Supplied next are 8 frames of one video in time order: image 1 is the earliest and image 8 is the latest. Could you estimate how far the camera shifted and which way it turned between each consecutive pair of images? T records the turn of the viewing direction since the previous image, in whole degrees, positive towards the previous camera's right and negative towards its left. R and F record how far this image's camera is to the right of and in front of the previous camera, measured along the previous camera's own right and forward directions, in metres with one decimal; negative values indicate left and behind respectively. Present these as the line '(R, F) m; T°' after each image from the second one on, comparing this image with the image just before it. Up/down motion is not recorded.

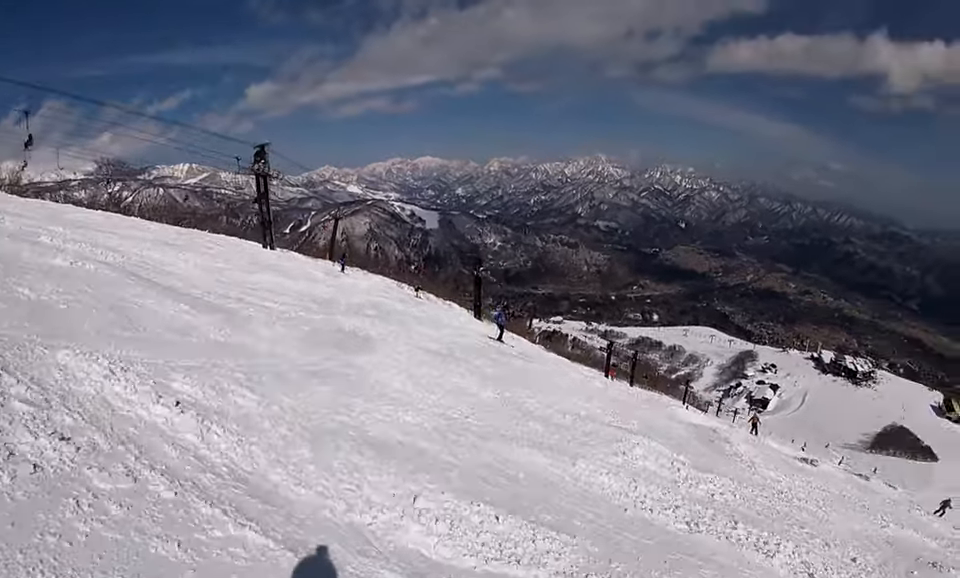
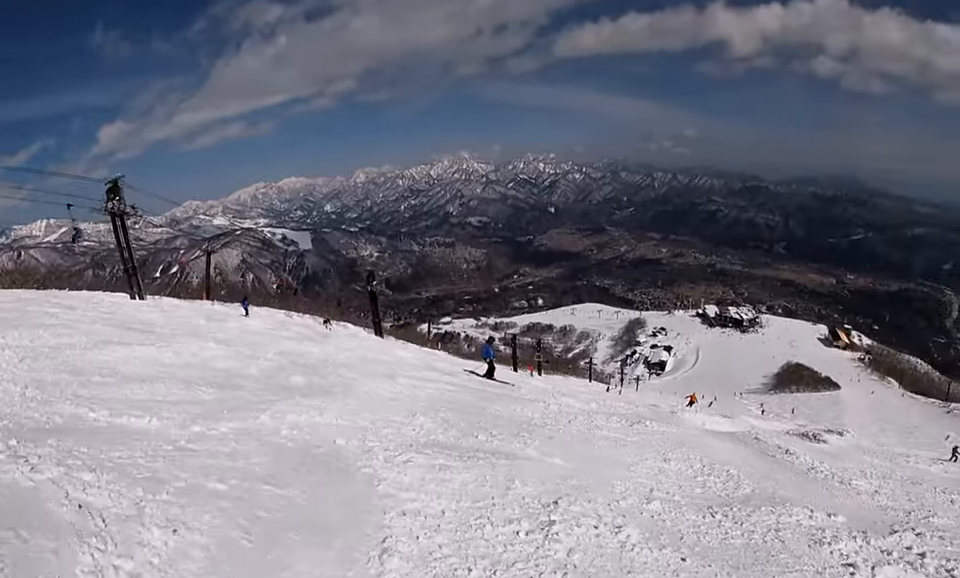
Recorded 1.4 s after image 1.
(+1.6, +4.1) m; +47°
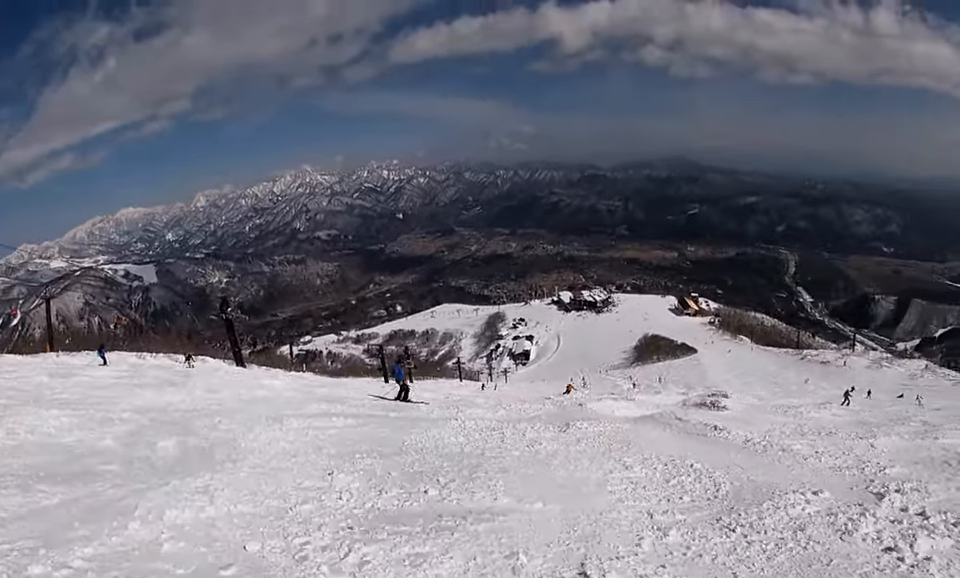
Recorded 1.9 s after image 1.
(+0.3, +1.6) m; +20°
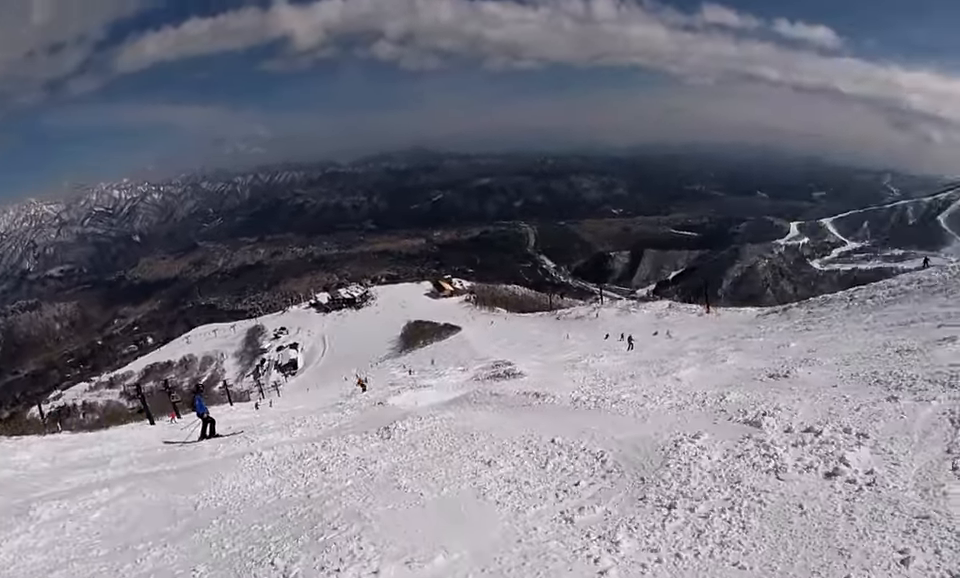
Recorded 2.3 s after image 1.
(-0.1, +1.4) m; +18°
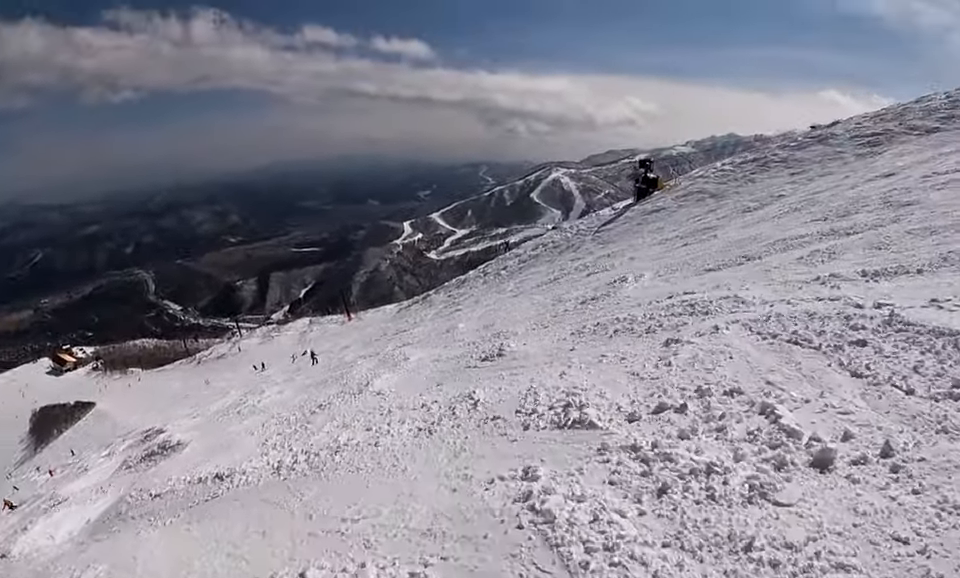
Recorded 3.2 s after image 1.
(+1.2, +3.4) m; +35°
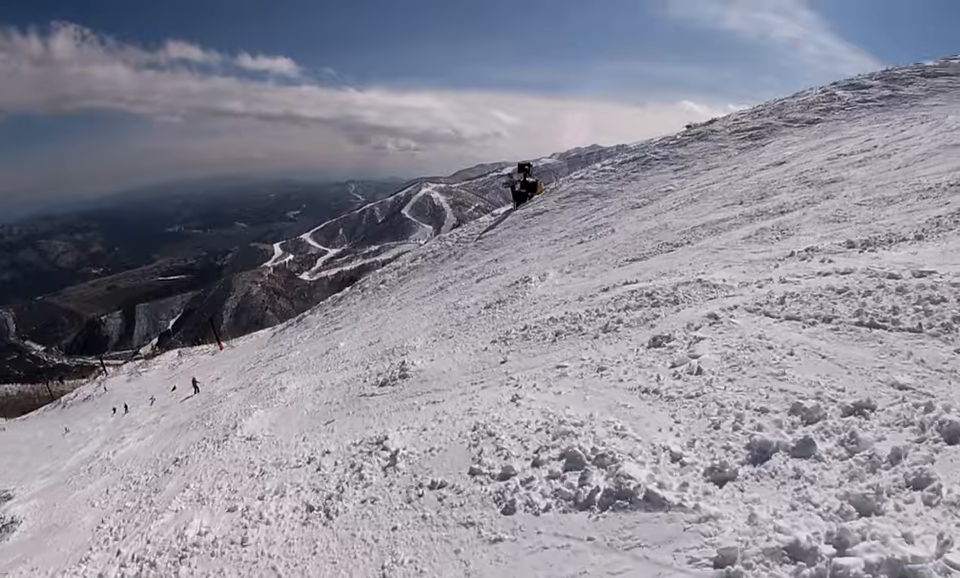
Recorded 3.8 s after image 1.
(+0.6, +2.3) m; +8°
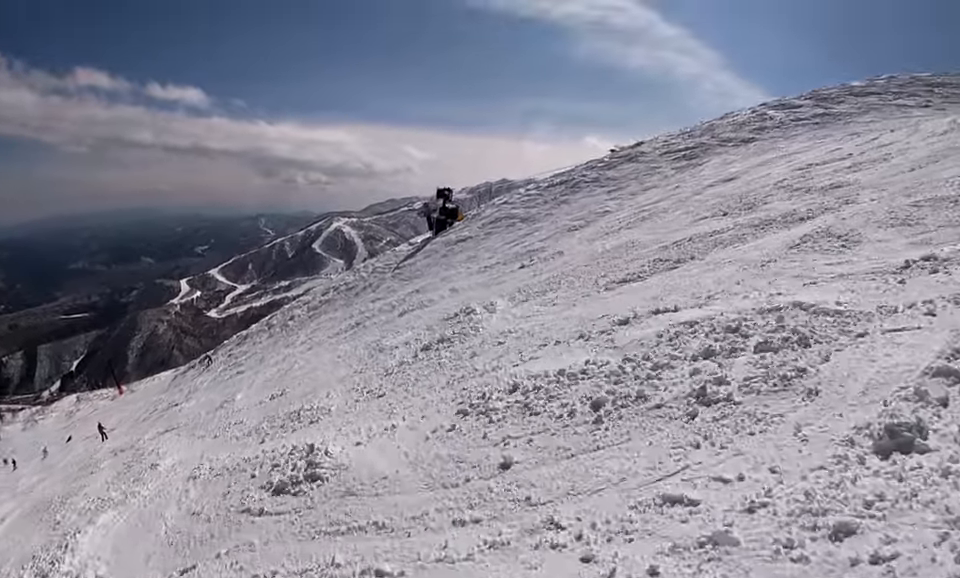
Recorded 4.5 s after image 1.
(+0.4, +3.2) m; +6°
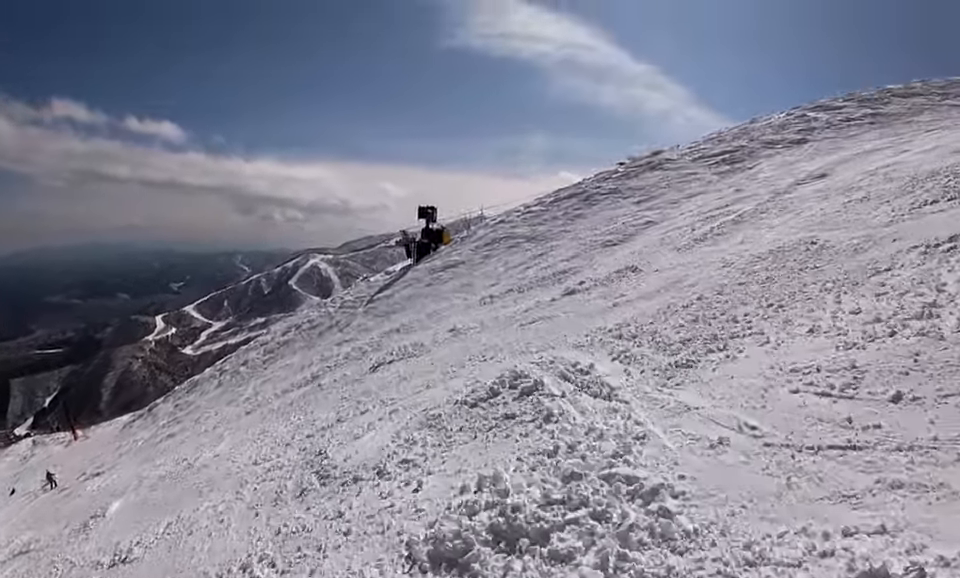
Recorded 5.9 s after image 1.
(0.0, +6.4) m; 0°
